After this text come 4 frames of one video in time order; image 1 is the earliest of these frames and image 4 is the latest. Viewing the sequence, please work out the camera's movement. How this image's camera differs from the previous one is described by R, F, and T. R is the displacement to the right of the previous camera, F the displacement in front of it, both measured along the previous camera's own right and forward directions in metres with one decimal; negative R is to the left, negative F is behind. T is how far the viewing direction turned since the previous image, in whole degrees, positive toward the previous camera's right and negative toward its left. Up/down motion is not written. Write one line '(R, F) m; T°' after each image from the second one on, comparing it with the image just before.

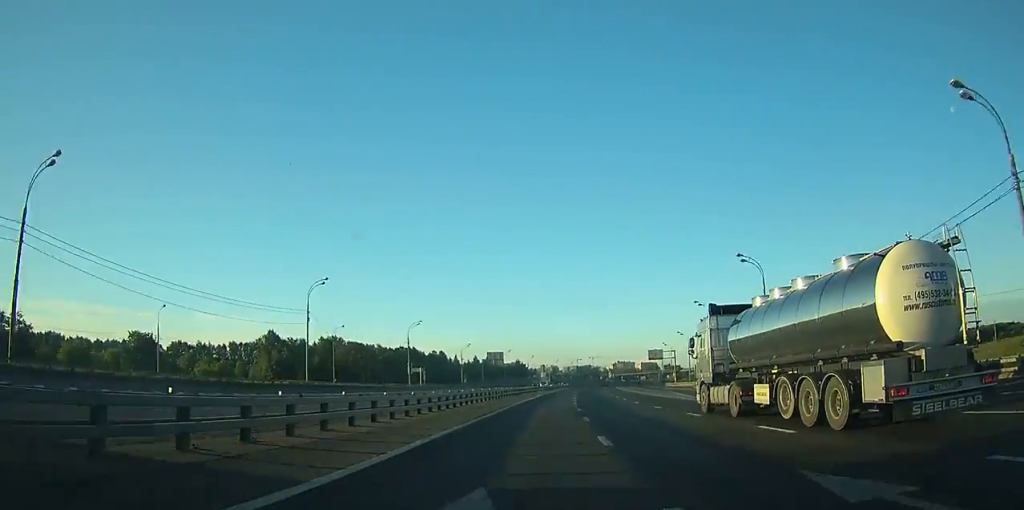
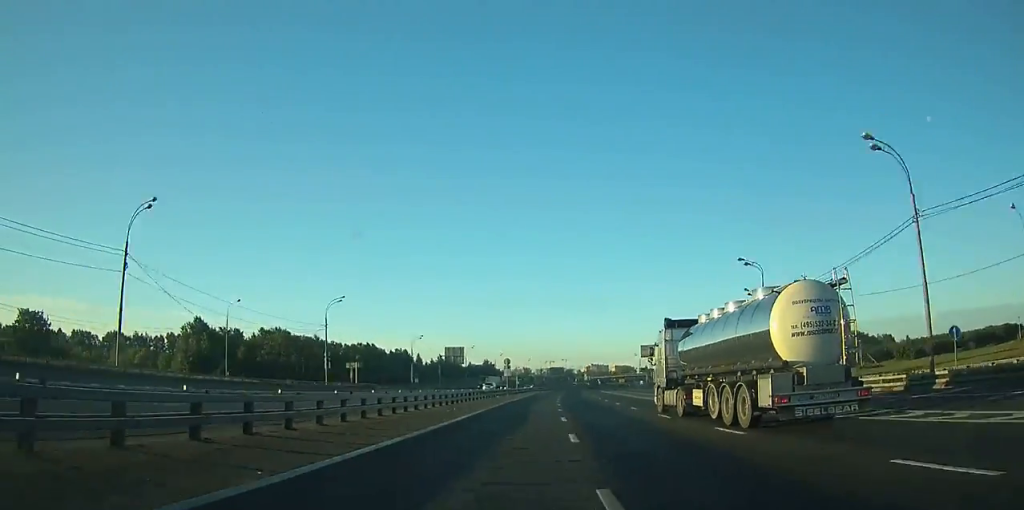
(+0.7, +29.2) m; +1°
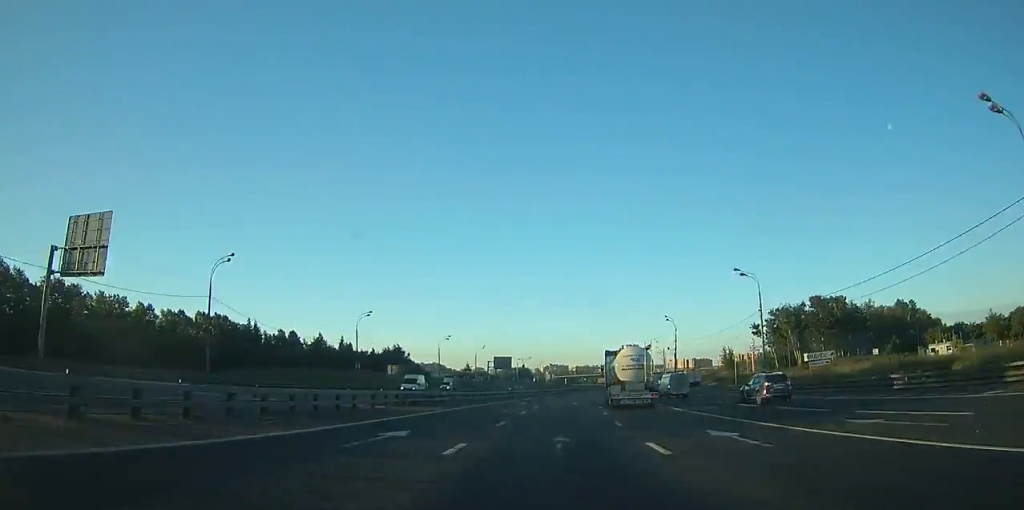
(+5.3, +118.7) m; +5°
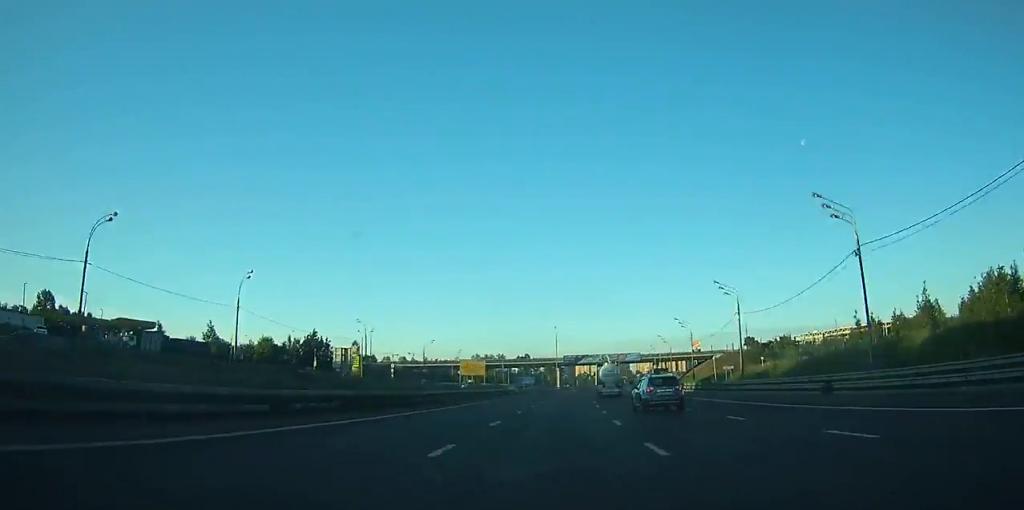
(+17.6, +192.0) m; +9°
